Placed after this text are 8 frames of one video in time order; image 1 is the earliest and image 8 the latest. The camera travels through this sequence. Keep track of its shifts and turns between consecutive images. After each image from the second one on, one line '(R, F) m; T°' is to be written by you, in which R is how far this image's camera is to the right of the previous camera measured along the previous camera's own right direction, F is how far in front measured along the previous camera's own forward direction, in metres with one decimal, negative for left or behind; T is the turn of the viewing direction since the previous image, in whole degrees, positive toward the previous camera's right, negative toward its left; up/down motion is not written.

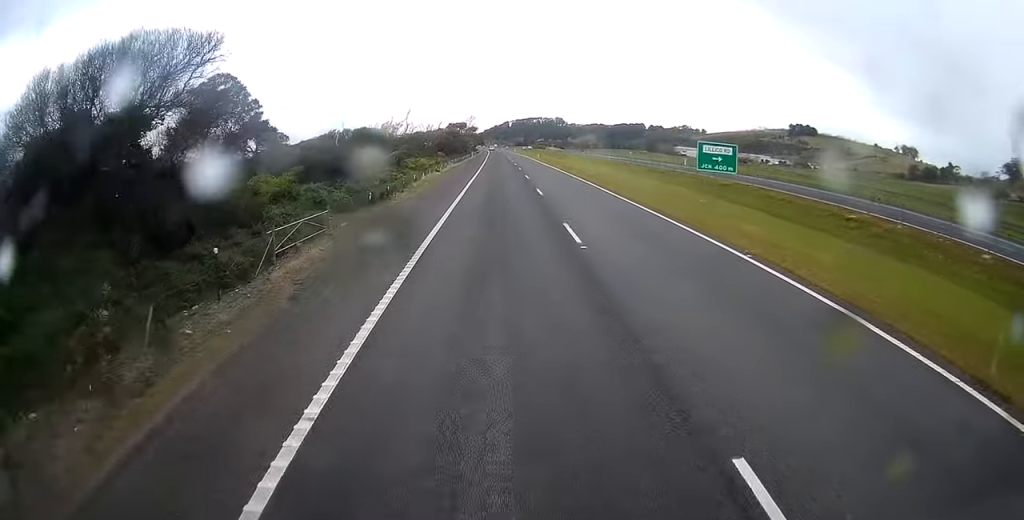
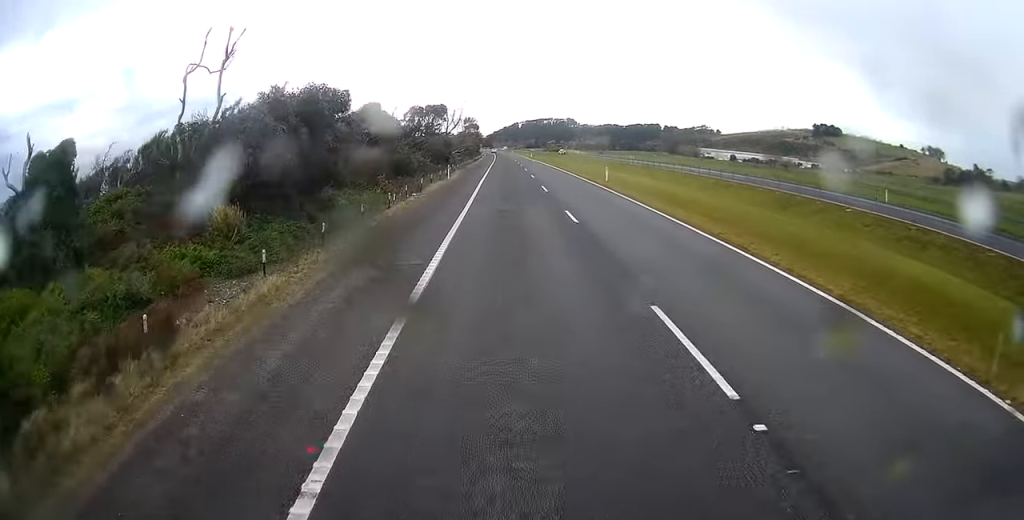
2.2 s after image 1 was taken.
(-0.8, +56.1) m; -2°
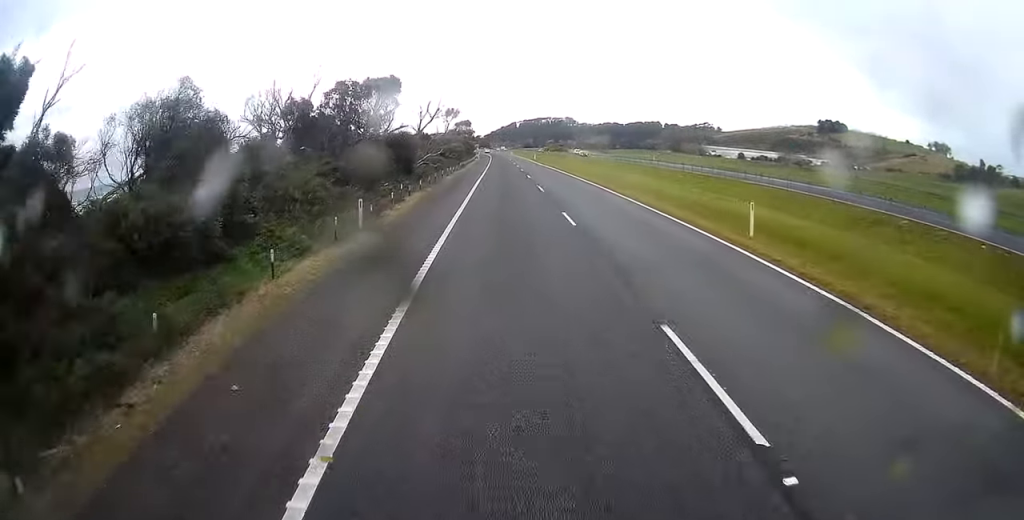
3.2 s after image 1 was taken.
(-0.3, +24.6) m; 0°
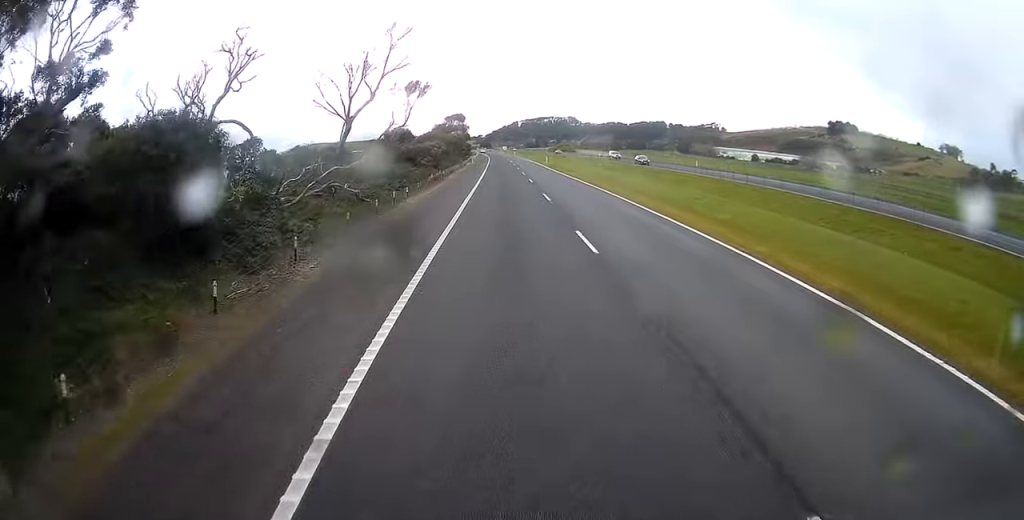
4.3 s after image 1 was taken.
(+0.3, +28.0) m; 0°
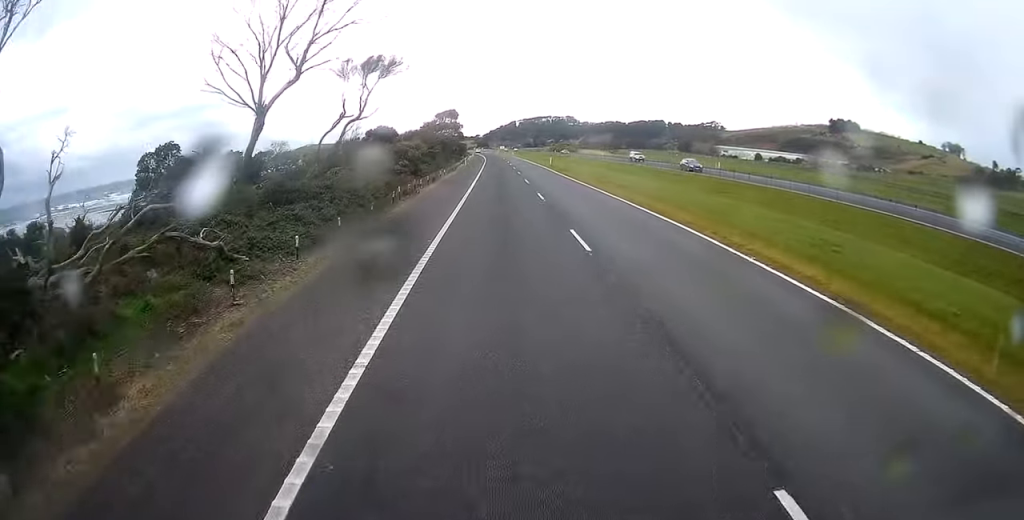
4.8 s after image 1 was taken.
(-0.1, +11.4) m; 0°
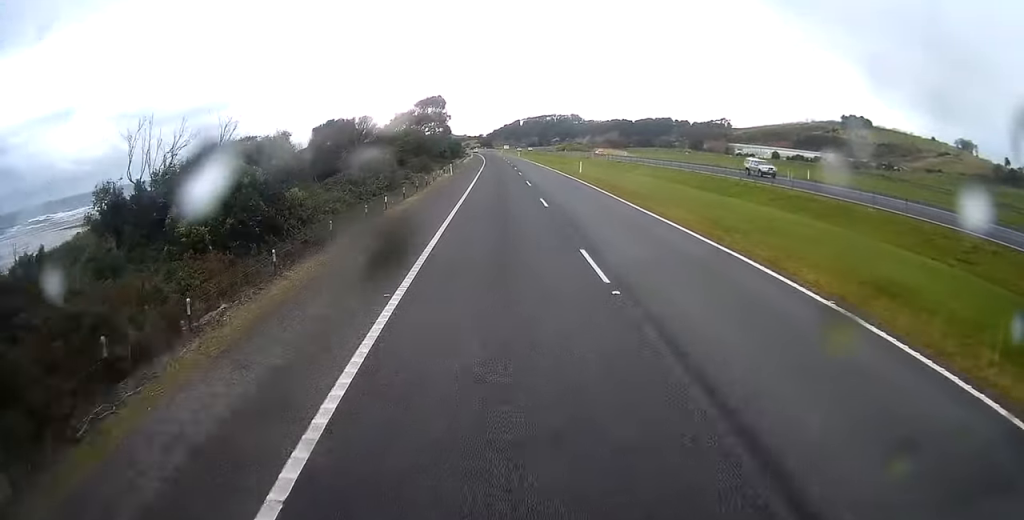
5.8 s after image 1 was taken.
(-0.2, +26.4) m; 0°
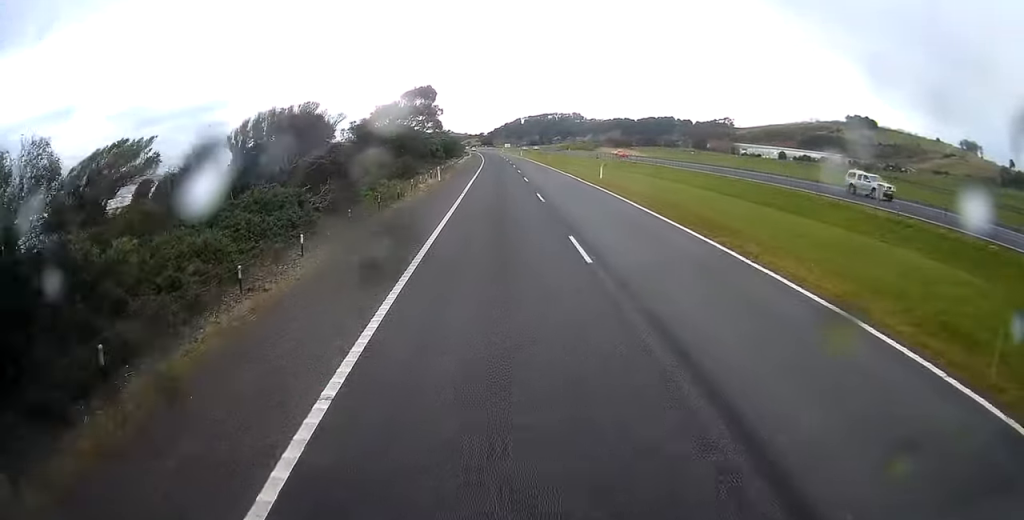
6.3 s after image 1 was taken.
(+0.1, +10.5) m; 0°
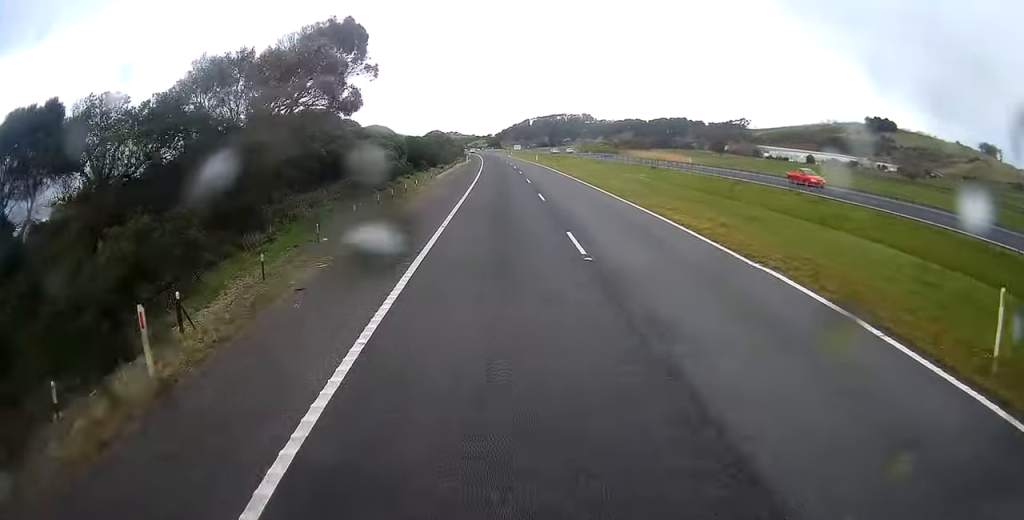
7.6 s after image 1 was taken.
(-0.2, +34.8) m; -2°
